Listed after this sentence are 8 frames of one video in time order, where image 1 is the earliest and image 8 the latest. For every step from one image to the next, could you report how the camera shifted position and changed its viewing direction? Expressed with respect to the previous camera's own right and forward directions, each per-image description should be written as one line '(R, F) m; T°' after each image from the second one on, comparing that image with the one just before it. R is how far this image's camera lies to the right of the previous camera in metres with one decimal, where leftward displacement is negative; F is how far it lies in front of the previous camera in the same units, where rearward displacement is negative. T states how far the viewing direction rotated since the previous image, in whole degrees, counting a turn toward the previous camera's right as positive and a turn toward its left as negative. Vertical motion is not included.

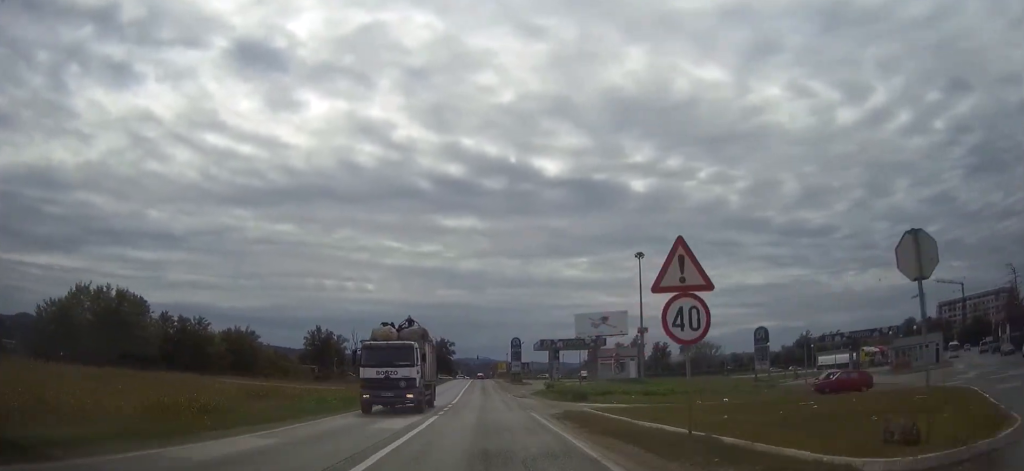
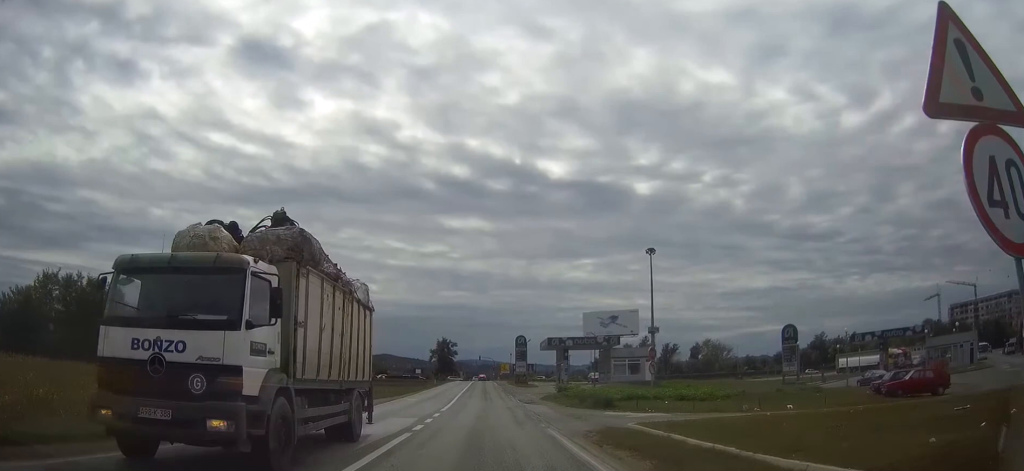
(0.0, +7.8) m; -1°
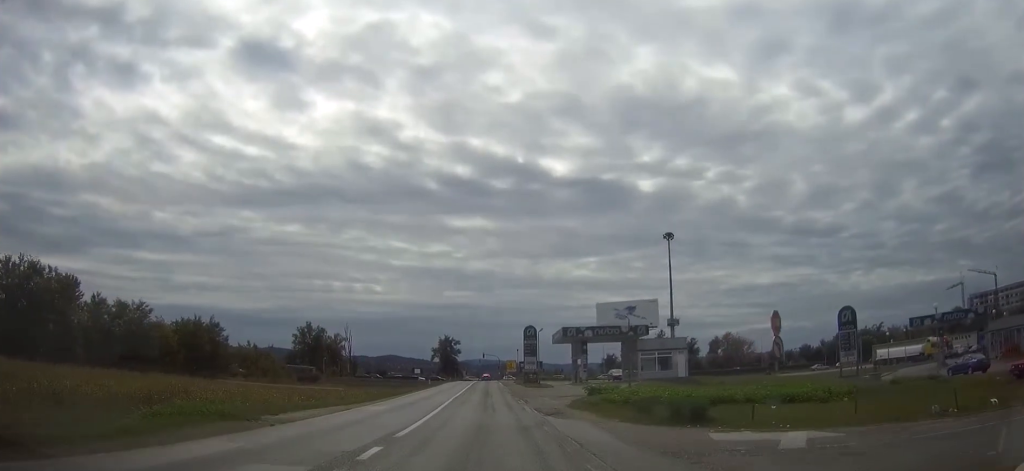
(-0.2, +13.7) m; -1°
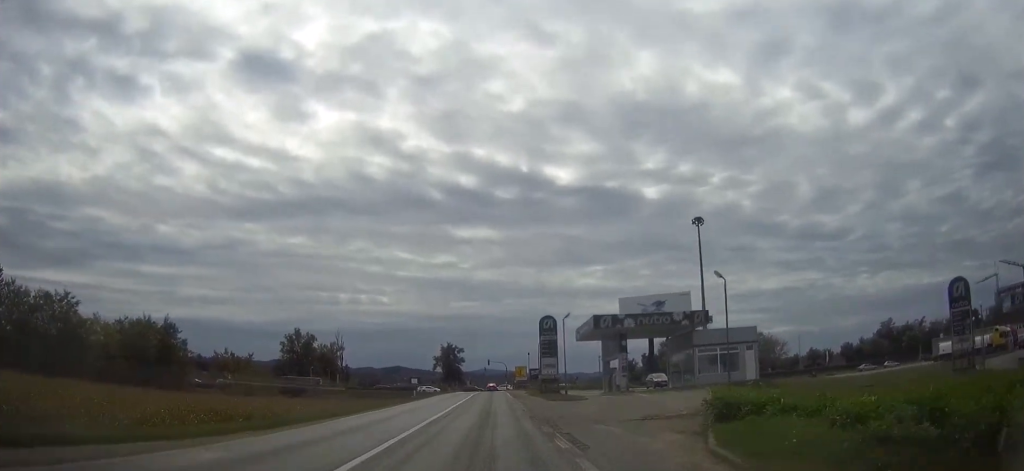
(0.0, +18.7) m; -1°
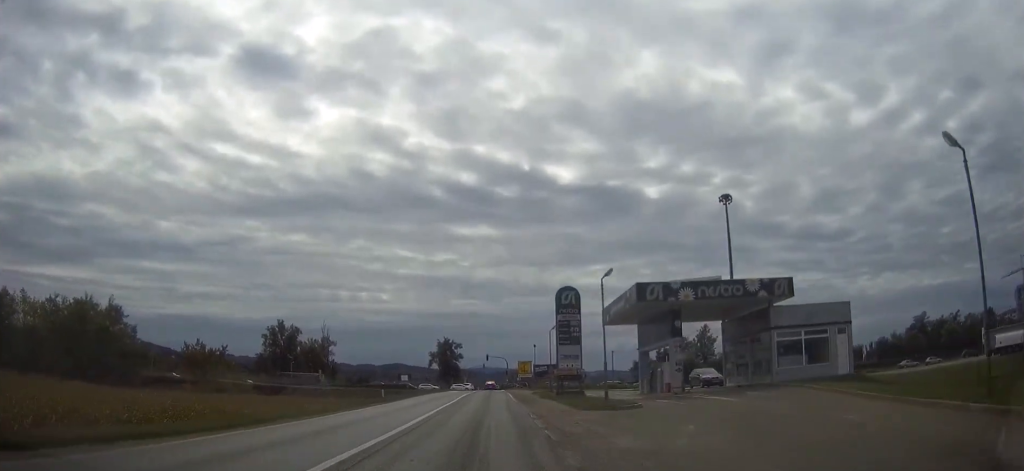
(-0.1, +15.9) m; 0°
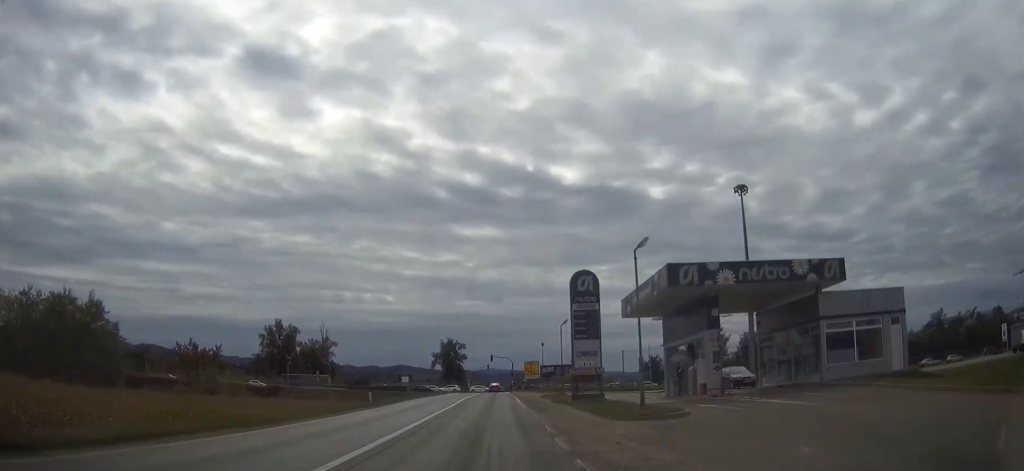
(0.0, +5.8) m; 0°
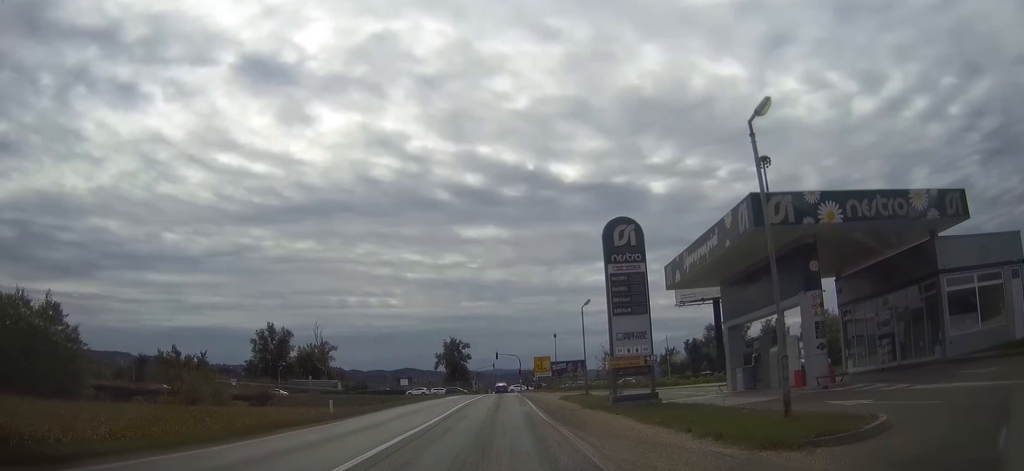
(0.0, +10.2) m; -1°
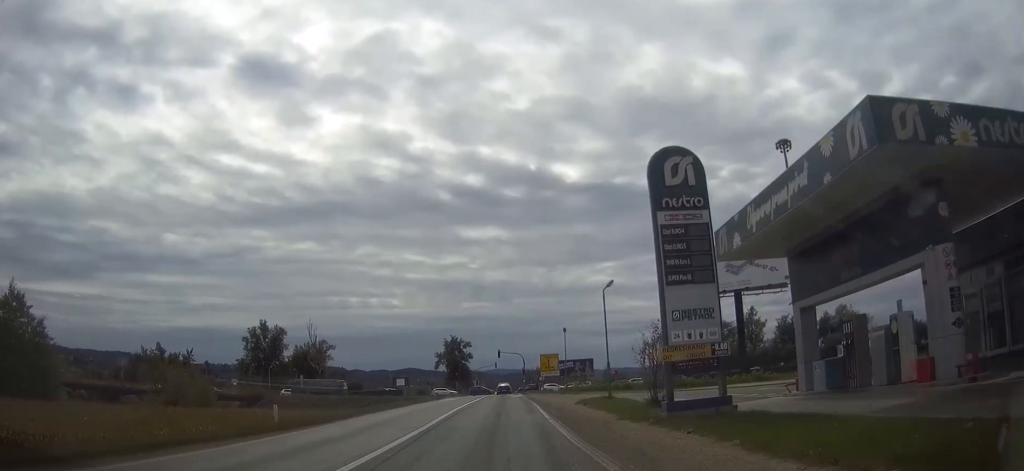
(-0.1, +7.3) m; -1°
